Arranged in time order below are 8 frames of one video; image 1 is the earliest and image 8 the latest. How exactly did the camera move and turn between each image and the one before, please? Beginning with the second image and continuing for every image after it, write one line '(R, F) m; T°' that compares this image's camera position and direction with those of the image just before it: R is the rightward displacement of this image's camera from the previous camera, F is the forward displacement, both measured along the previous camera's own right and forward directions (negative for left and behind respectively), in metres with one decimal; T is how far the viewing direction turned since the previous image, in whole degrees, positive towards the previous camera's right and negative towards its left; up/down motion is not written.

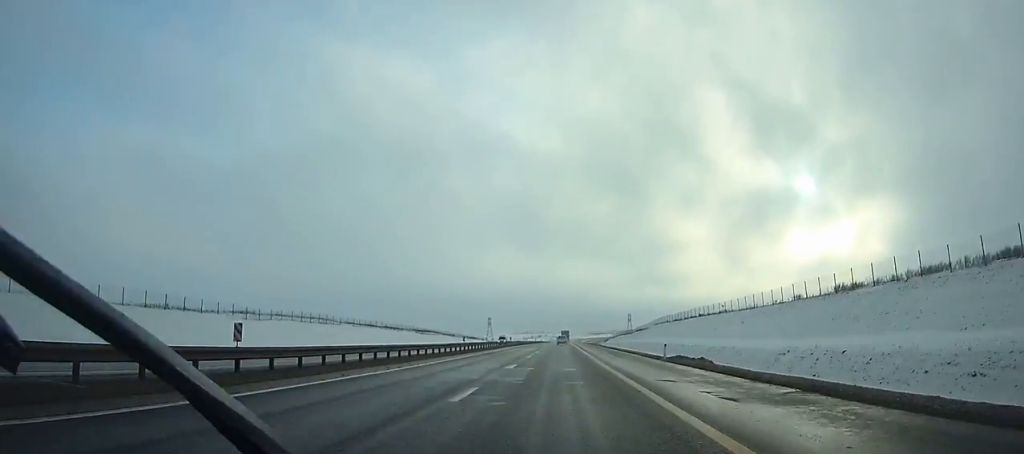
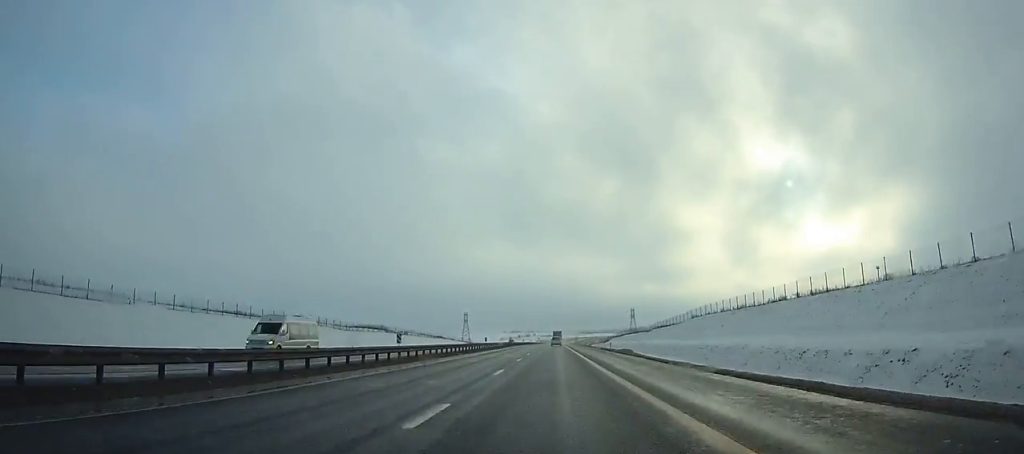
(+0.5, +64.6) m; +1°
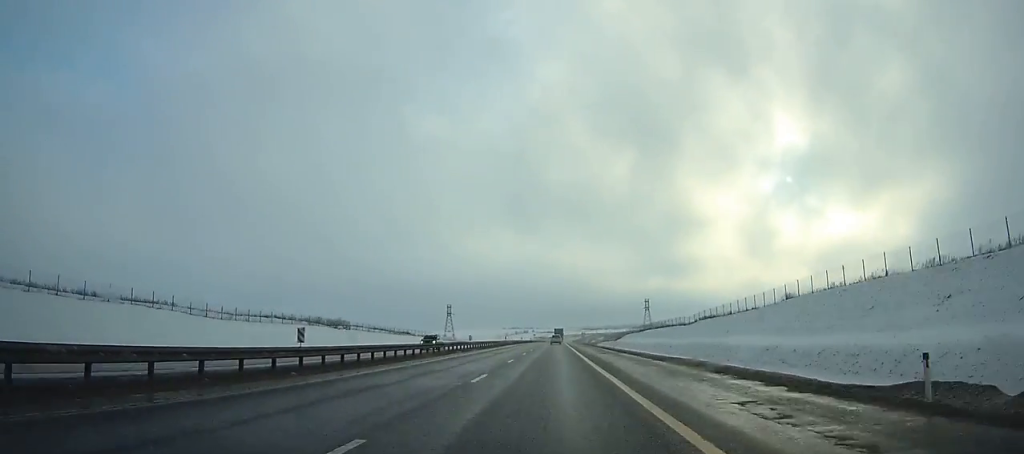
(+0.3, +52.7) m; 0°
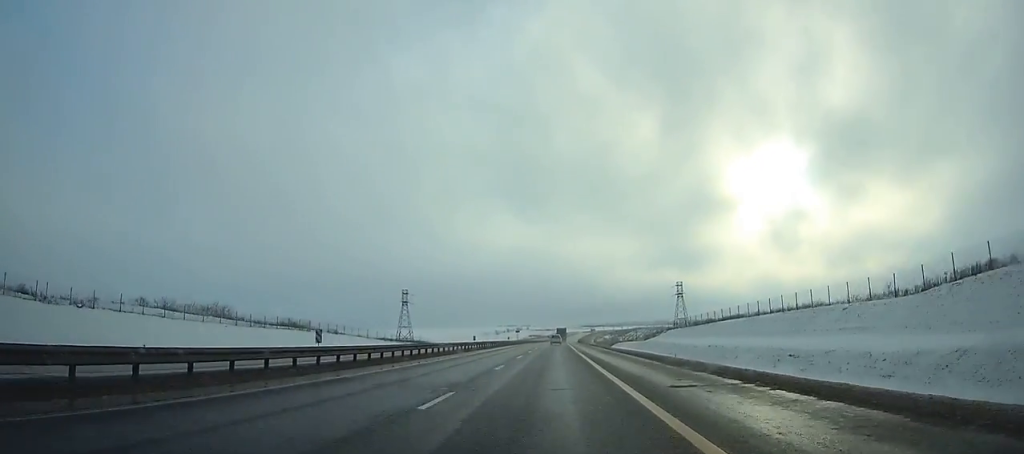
(+0.1, +79.3) m; 0°
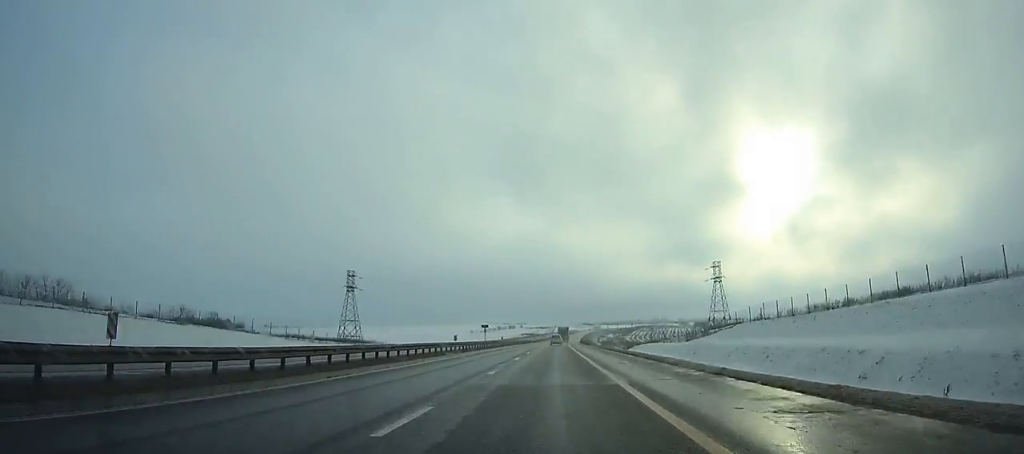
(+0.1, +50.0) m; 0°
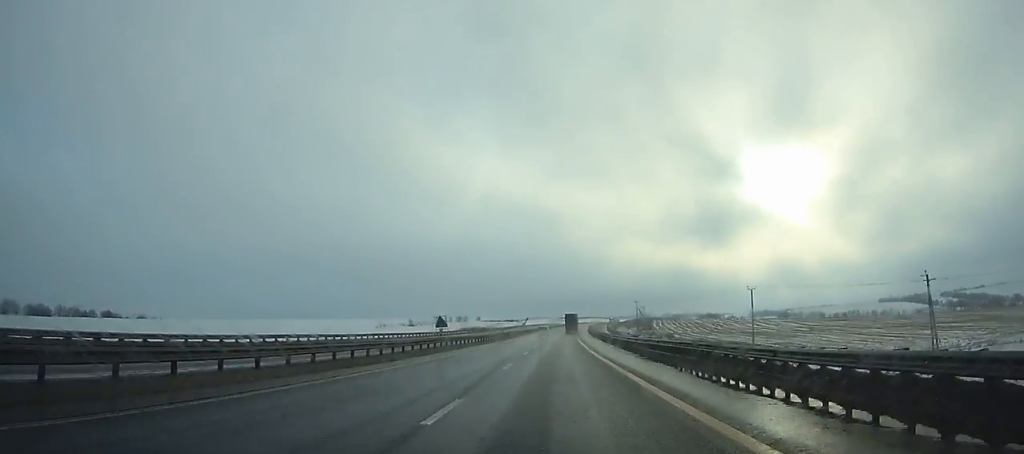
(+2.7, +168.2) m; +2°
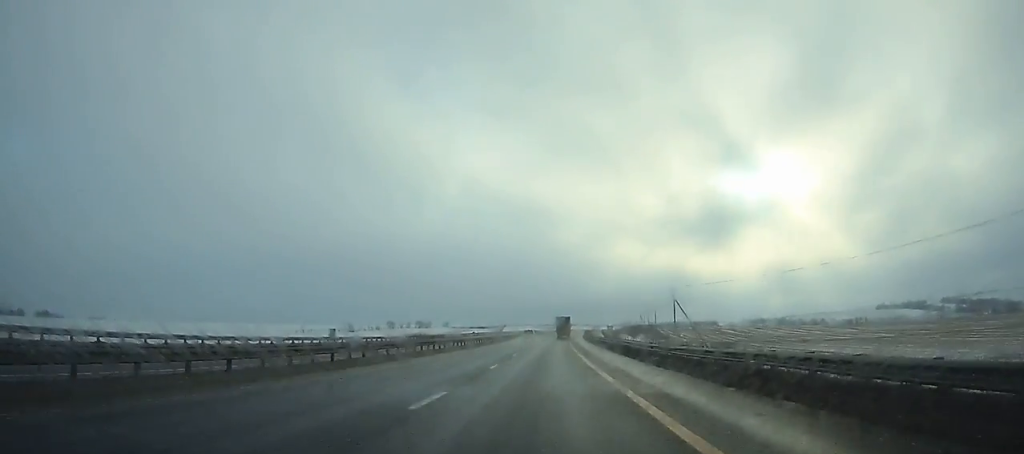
(+0.5, +58.9) m; +1°
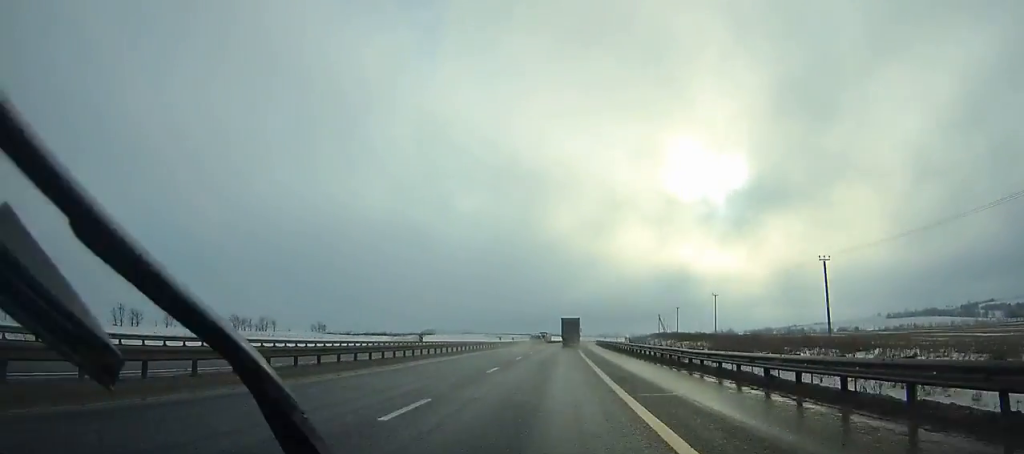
(+4.1, +143.1) m; +4°
